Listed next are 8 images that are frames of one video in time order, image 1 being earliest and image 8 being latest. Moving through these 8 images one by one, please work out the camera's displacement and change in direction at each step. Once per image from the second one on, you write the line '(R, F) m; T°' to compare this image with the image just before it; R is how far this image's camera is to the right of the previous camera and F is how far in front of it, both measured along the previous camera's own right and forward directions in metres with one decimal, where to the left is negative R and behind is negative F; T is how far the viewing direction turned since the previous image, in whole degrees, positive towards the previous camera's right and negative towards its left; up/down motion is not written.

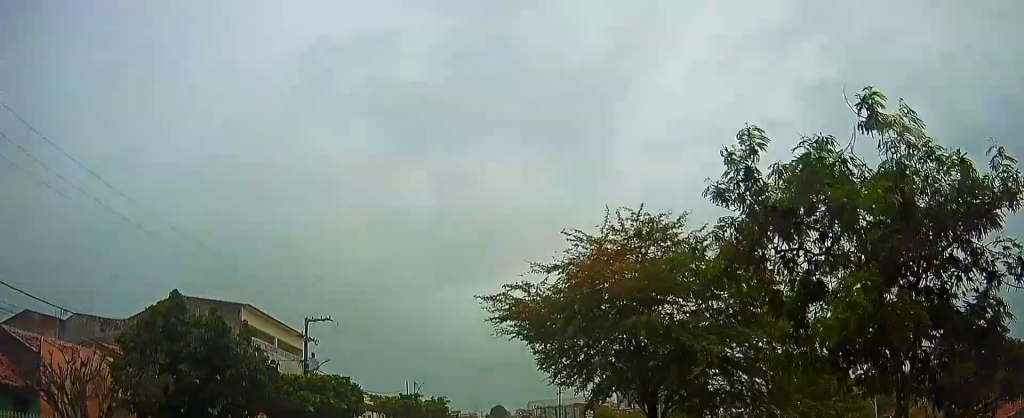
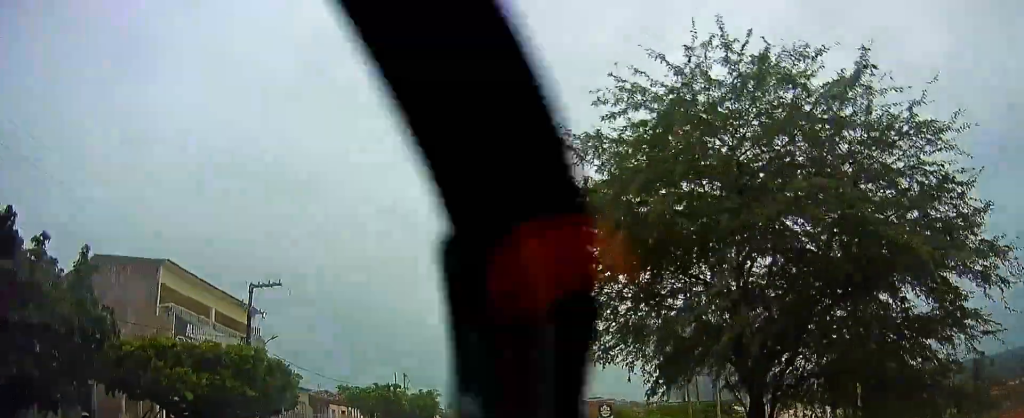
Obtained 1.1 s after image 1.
(+0.3, +7.2) m; +2°
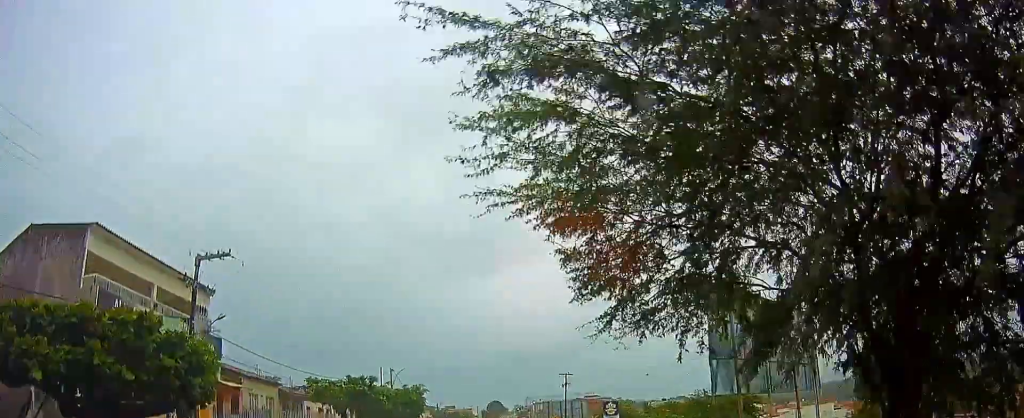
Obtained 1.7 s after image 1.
(-0.1, +4.3) m; +1°
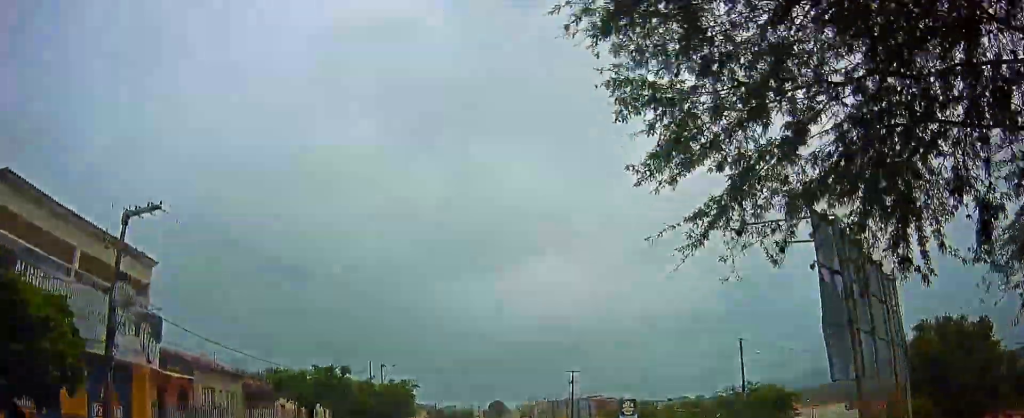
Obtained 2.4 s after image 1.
(+0.2, +5.0) m; 0°
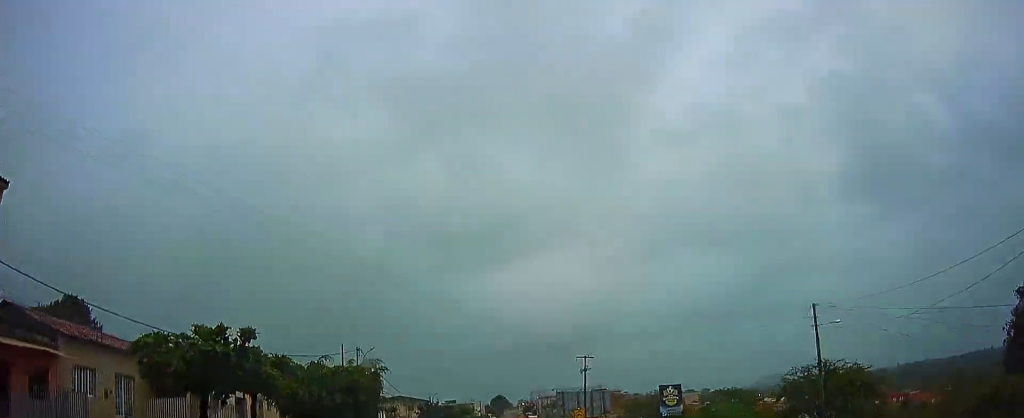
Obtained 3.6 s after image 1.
(-0.2, +9.0) m; -2°
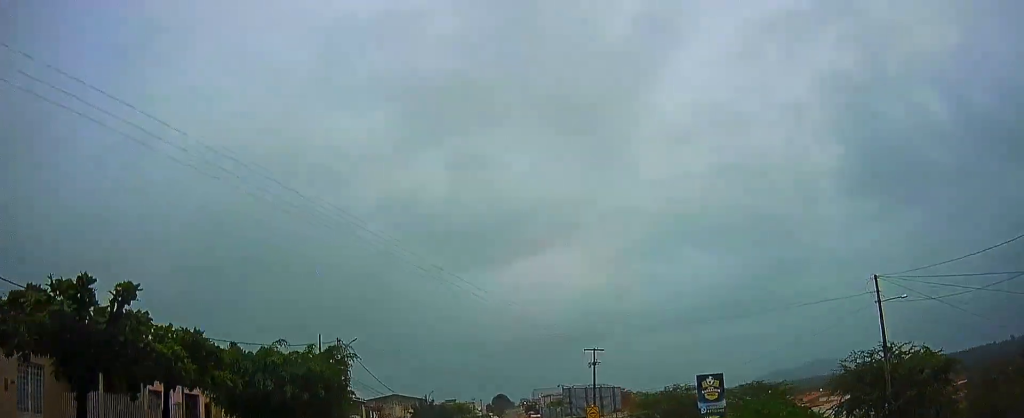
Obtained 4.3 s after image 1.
(0.0, +5.5) m; 0°
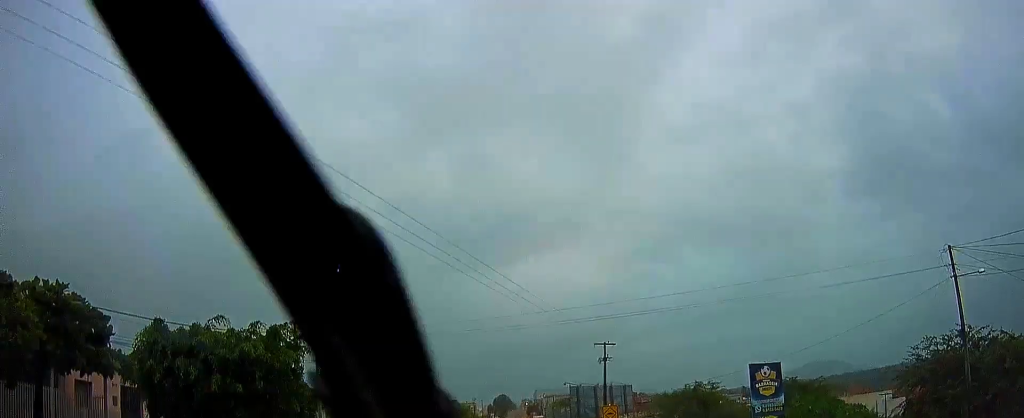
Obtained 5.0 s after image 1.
(0.0, +5.1) m; -1°
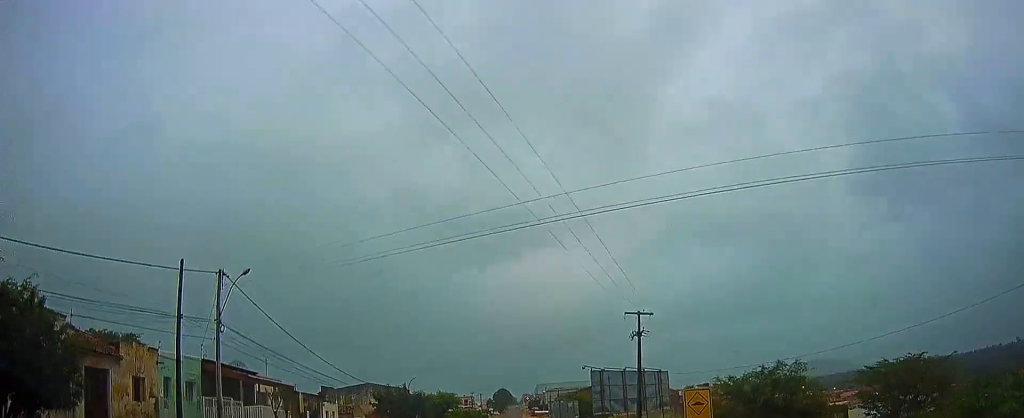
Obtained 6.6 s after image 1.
(-0.4, +13.5) m; -1°
